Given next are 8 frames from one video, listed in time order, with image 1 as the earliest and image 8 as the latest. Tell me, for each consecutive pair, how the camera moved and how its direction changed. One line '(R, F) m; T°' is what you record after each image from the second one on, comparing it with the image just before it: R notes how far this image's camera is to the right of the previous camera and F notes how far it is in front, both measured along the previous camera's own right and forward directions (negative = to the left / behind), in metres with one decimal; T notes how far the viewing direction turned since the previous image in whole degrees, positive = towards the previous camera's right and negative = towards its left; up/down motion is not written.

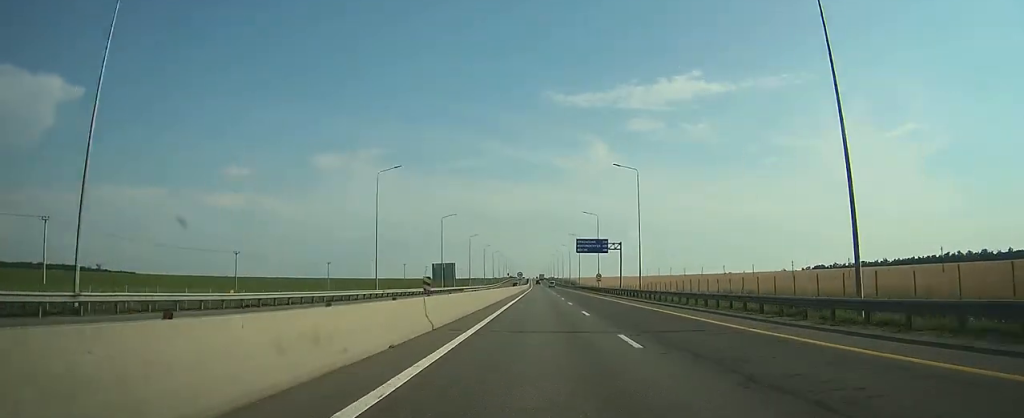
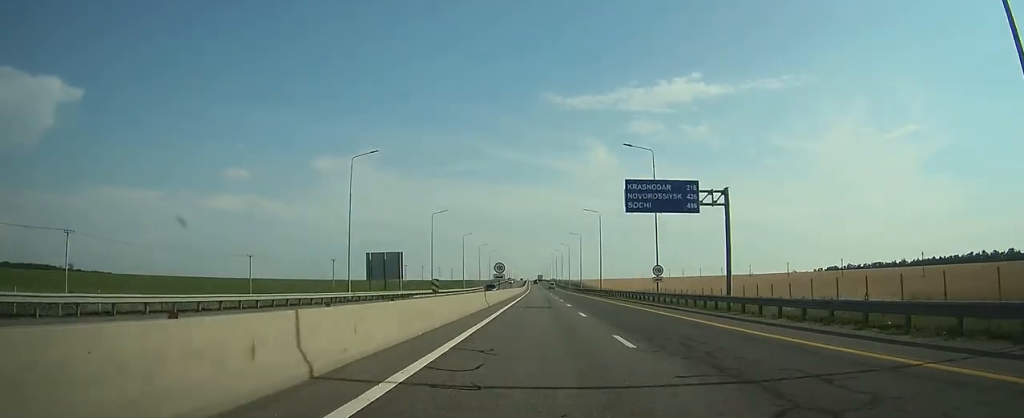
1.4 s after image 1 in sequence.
(-0.1, +48.4) m; 0°
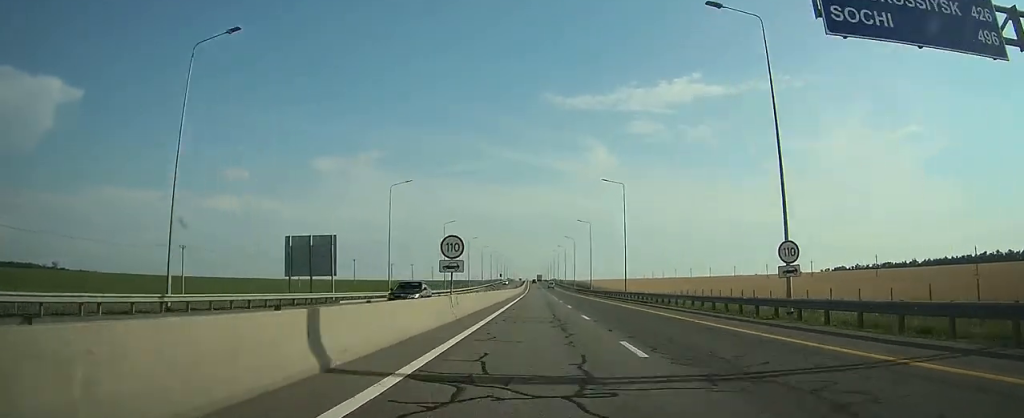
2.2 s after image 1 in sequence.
(+0.1, +26.0) m; 0°
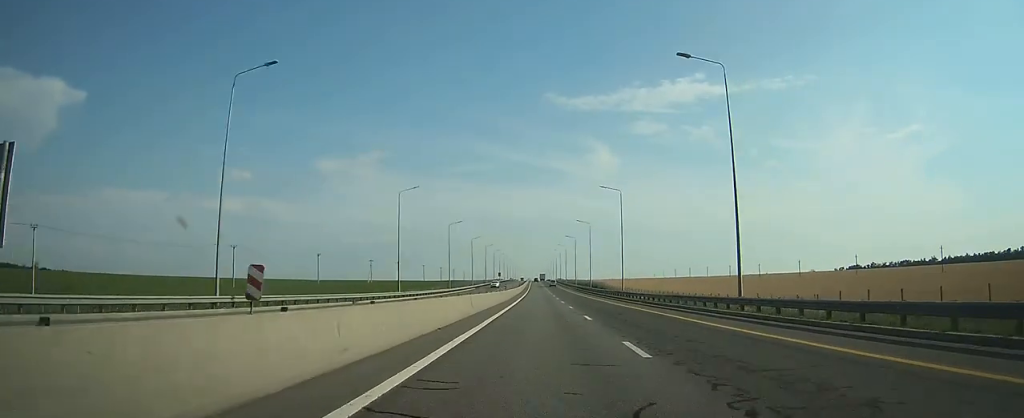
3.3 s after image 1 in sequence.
(+0.1, +36.3) m; 0°
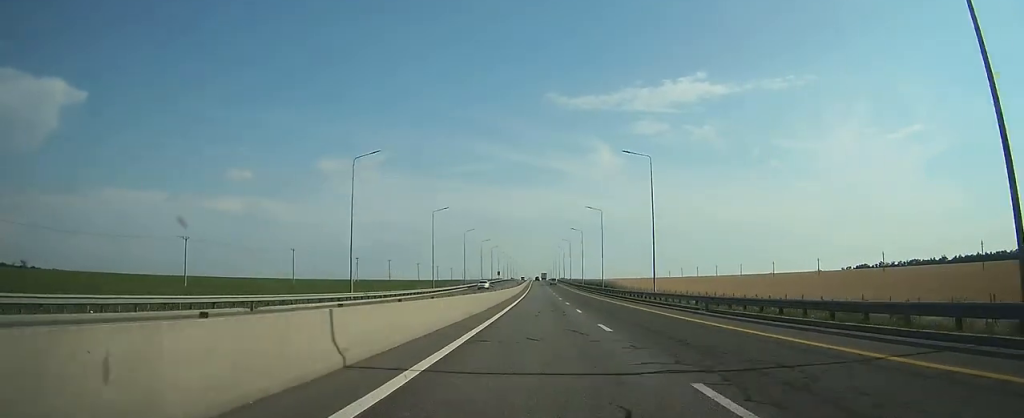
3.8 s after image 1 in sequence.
(0.0, +18.2) m; 0°
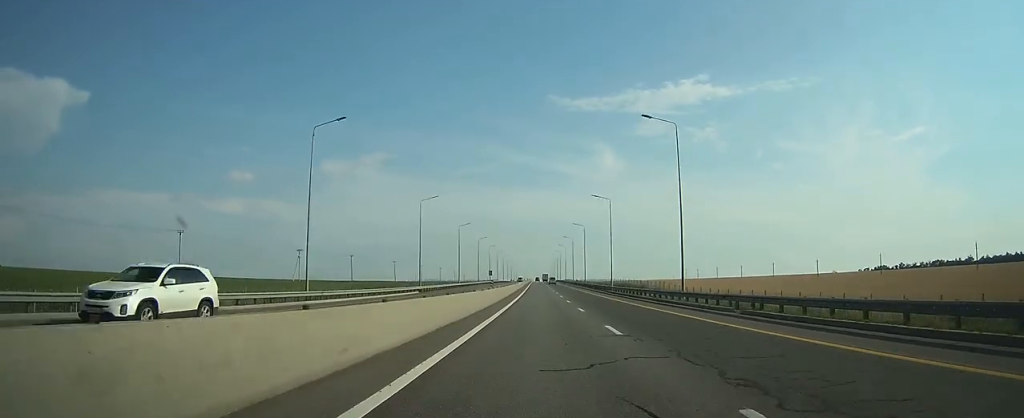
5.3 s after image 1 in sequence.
(-0.2, +50.4) m; 0°
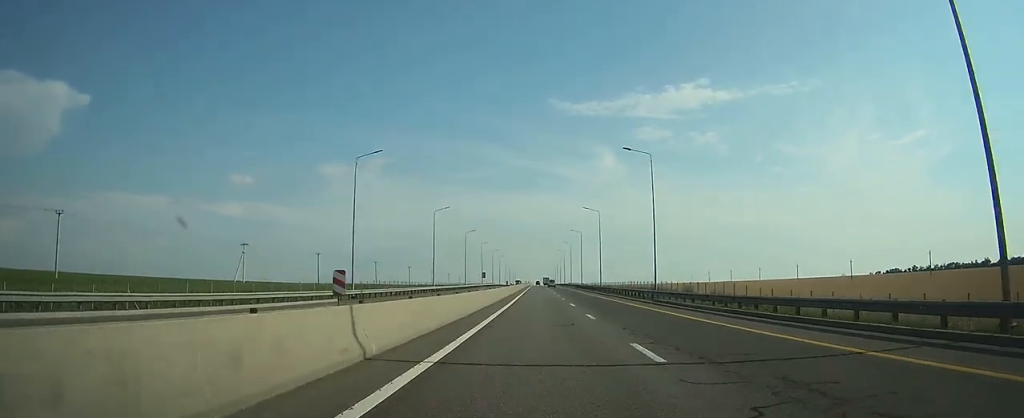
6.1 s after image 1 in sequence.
(0.0, +29.8) m; 0°
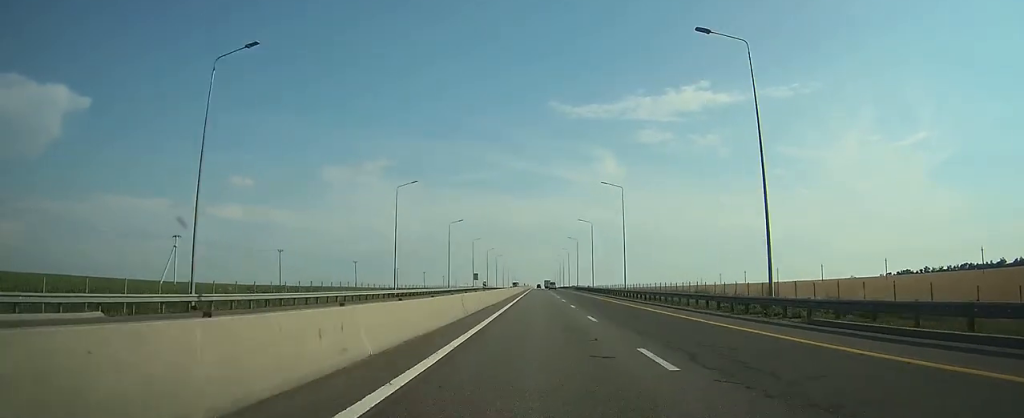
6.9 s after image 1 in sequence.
(0.0, +25.2) m; 0°
